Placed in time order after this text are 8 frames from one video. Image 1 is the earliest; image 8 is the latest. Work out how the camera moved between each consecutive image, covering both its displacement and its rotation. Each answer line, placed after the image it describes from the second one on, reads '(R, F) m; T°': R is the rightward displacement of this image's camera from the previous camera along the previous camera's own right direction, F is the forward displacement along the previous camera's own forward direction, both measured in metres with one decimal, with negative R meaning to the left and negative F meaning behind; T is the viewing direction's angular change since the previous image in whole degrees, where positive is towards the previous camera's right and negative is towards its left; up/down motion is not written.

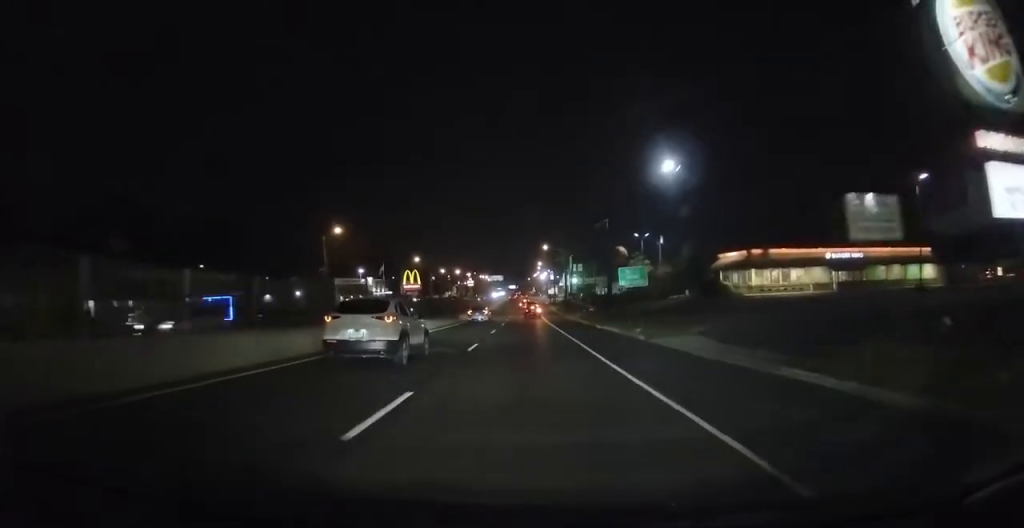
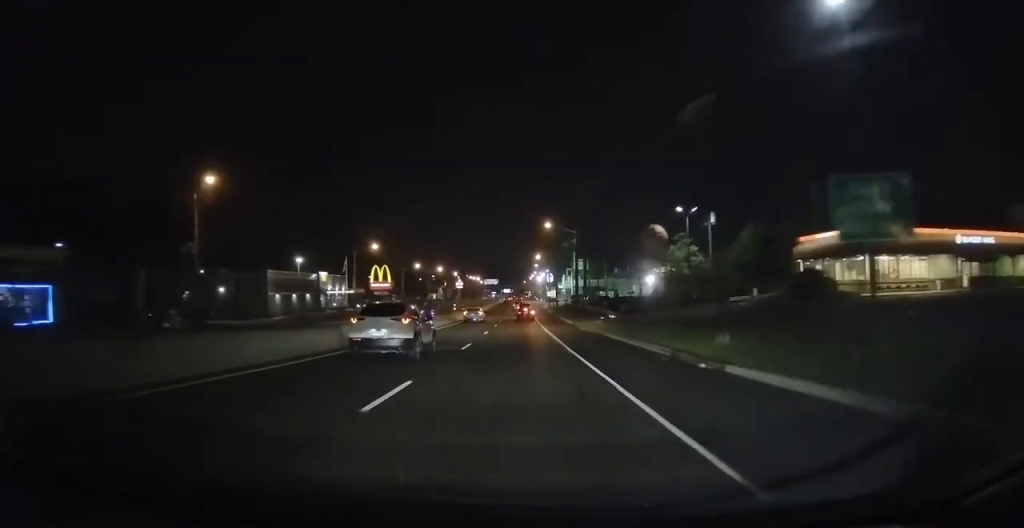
(0.0, +22.3) m; 0°
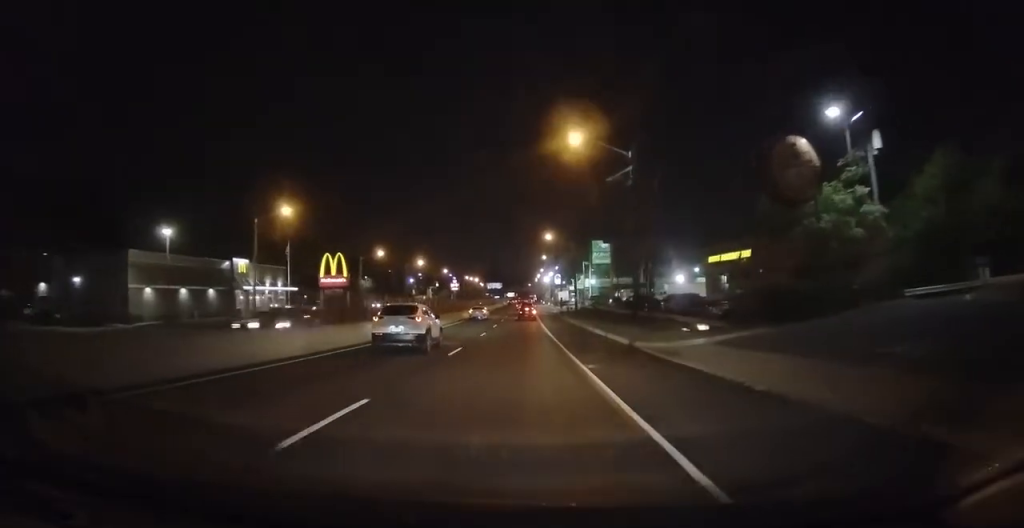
(0.0, +26.9) m; 0°
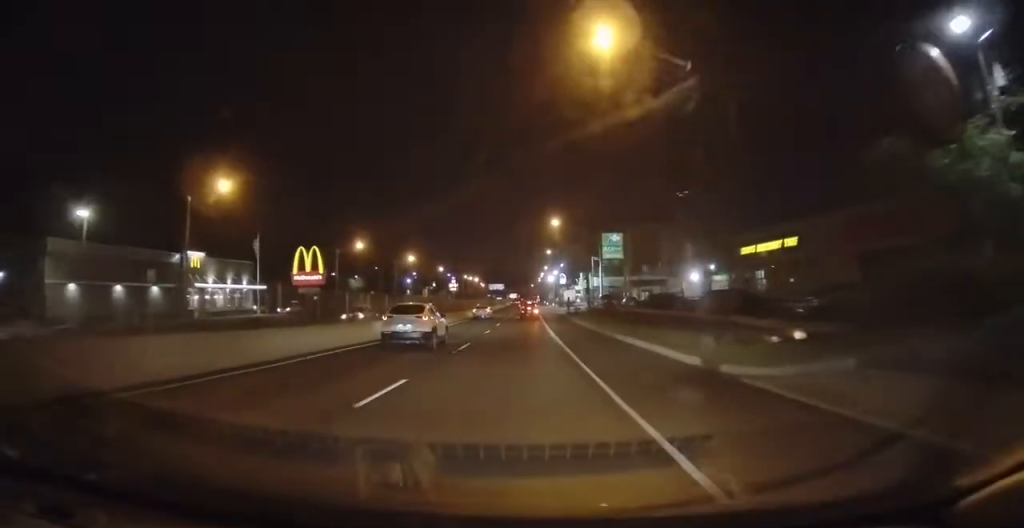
(0.0, +9.4) m; 0°
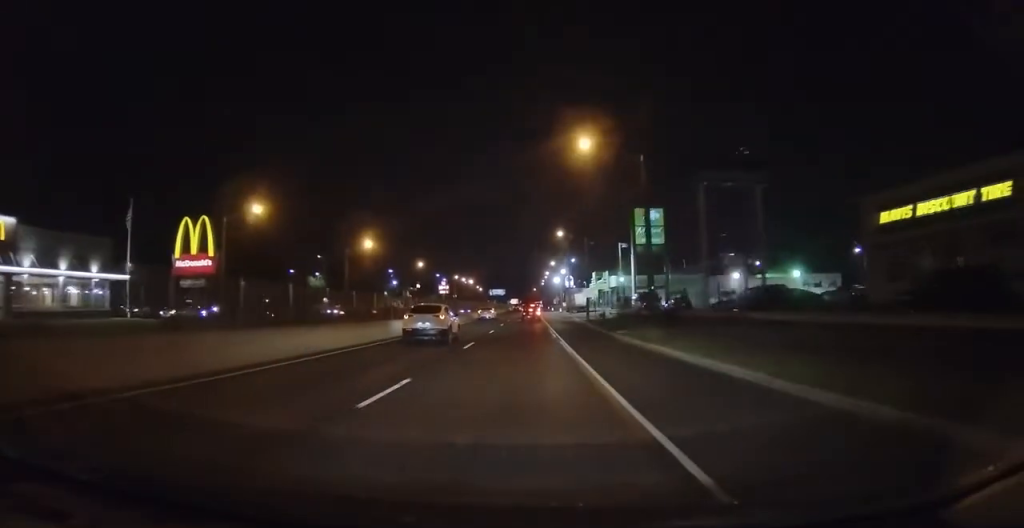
(0.0, +23.3) m; 0°
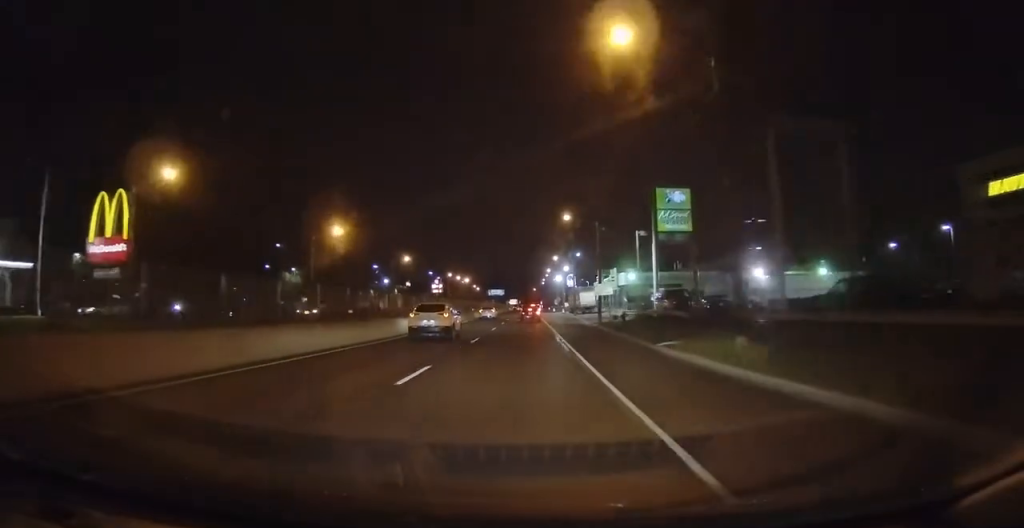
(0.0, +10.0) m; 0°
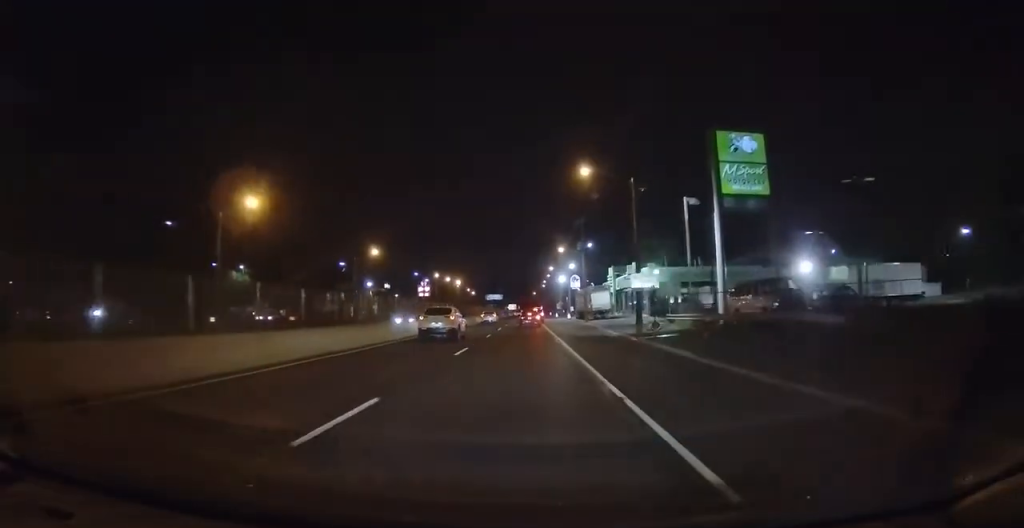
(0.0, +16.6) m; 0°
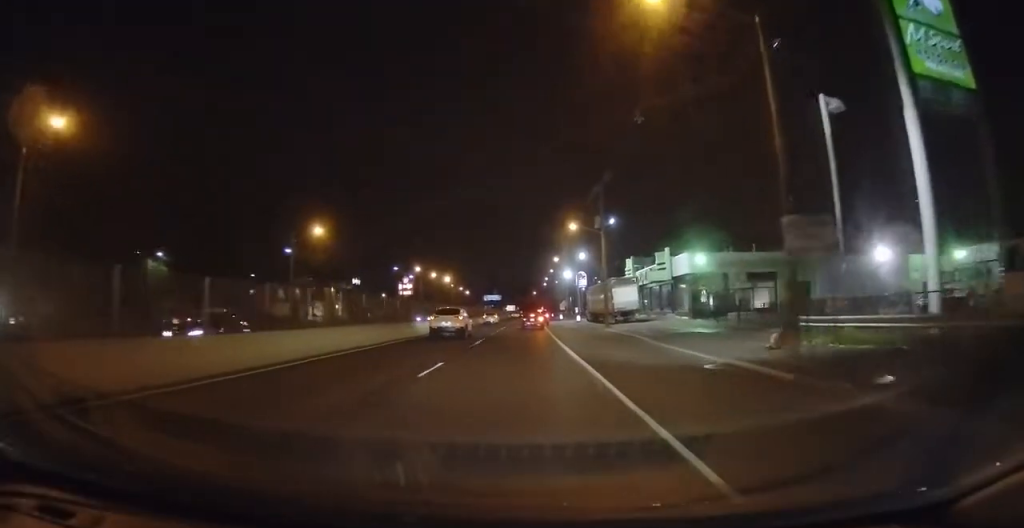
(-0.1, +17.9) m; -1°
